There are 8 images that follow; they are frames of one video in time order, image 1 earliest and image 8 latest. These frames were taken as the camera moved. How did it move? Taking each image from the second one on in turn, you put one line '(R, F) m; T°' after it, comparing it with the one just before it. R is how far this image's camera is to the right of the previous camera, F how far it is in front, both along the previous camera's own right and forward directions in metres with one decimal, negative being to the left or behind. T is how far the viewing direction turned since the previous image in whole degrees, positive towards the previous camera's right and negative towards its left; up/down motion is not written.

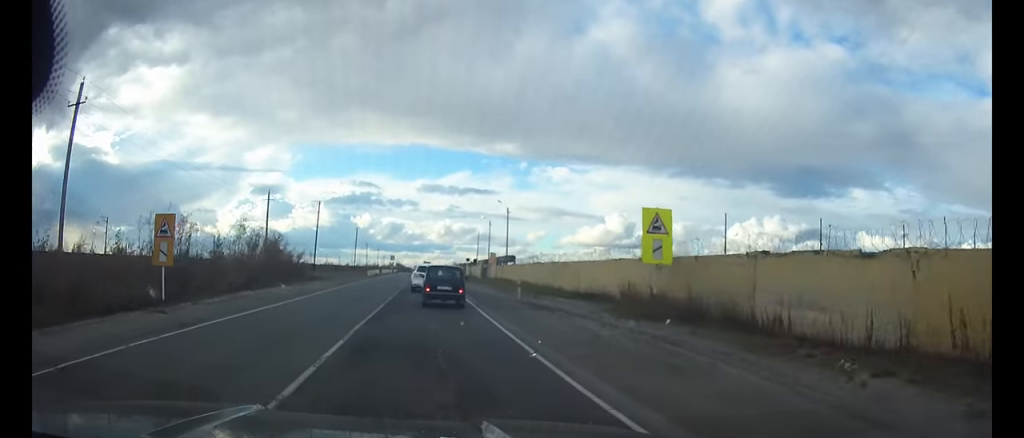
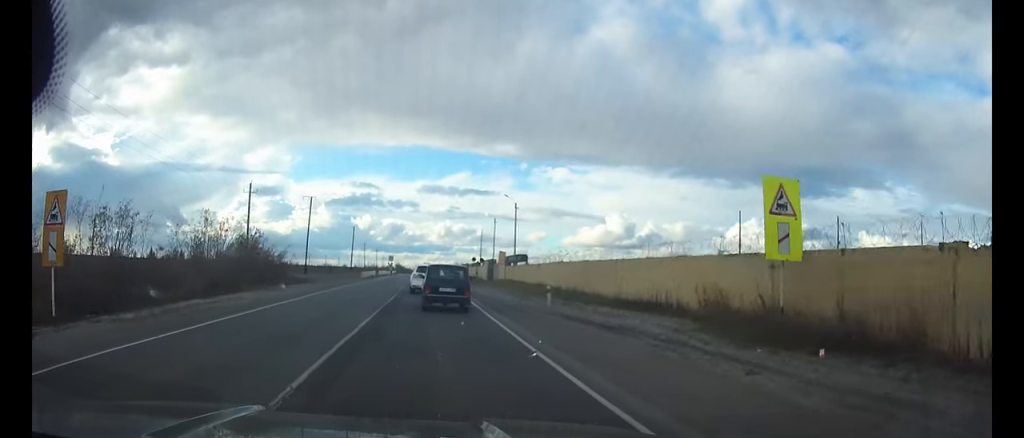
(0.0, +6.8) m; 0°
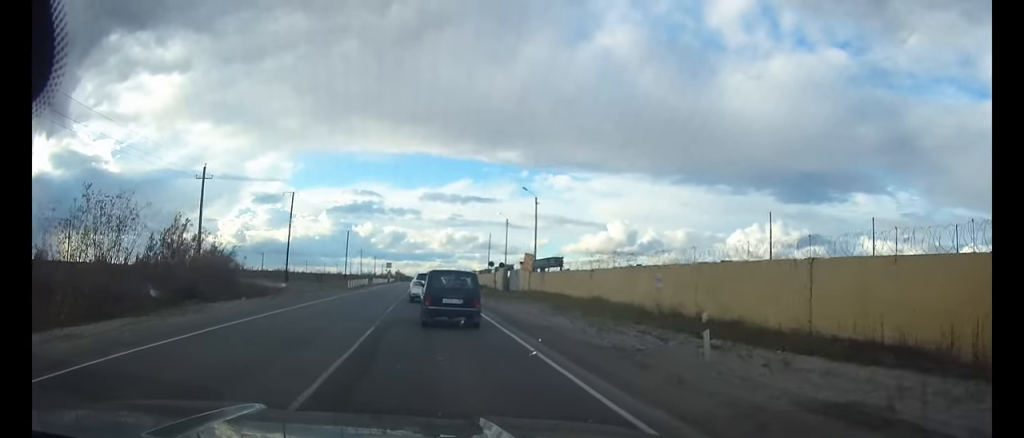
(0.0, +12.8) m; 0°
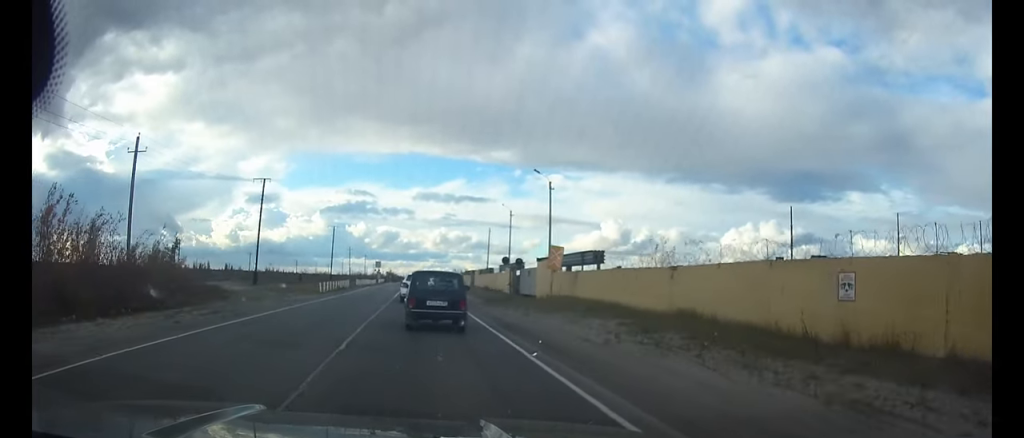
(0.0, +9.7) m; 0°
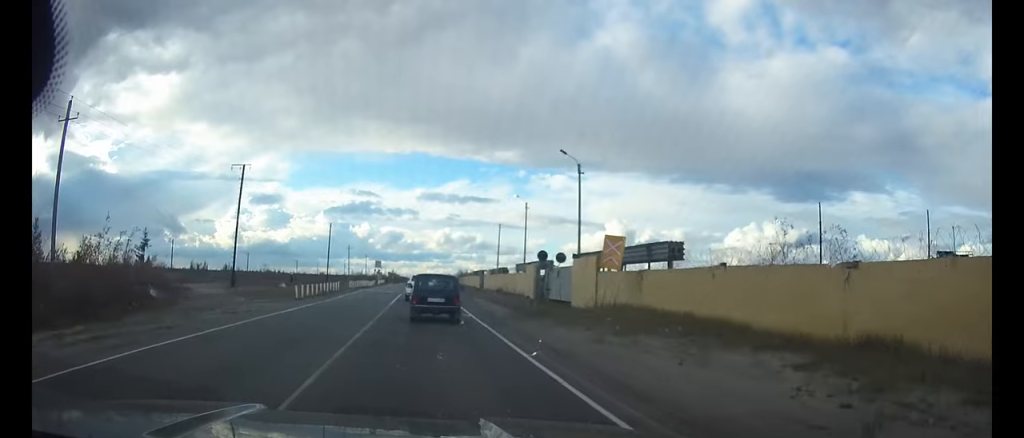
(0.0, +9.5) m; 0°
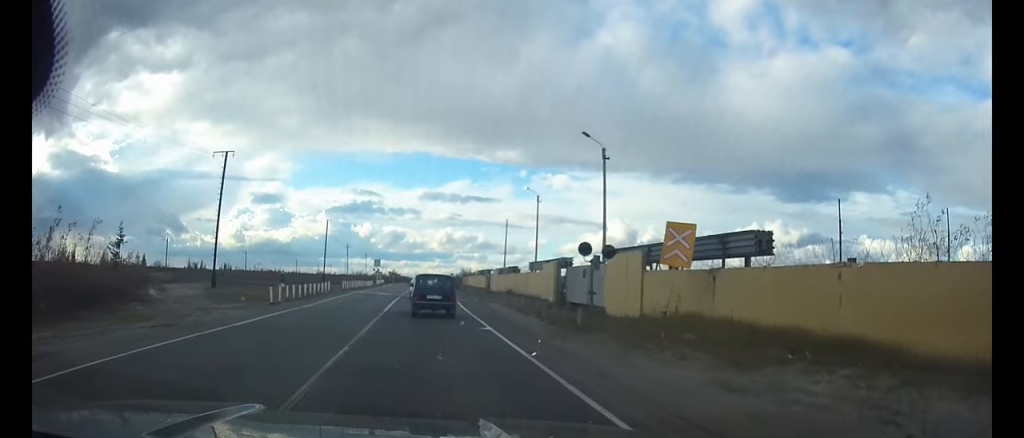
(0.0, +6.4) m; 0°
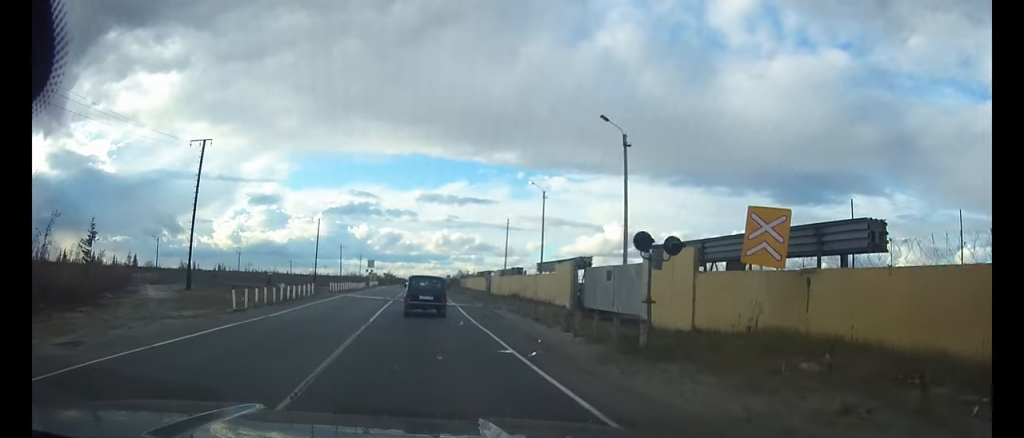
(0.0, +5.1) m; 0°
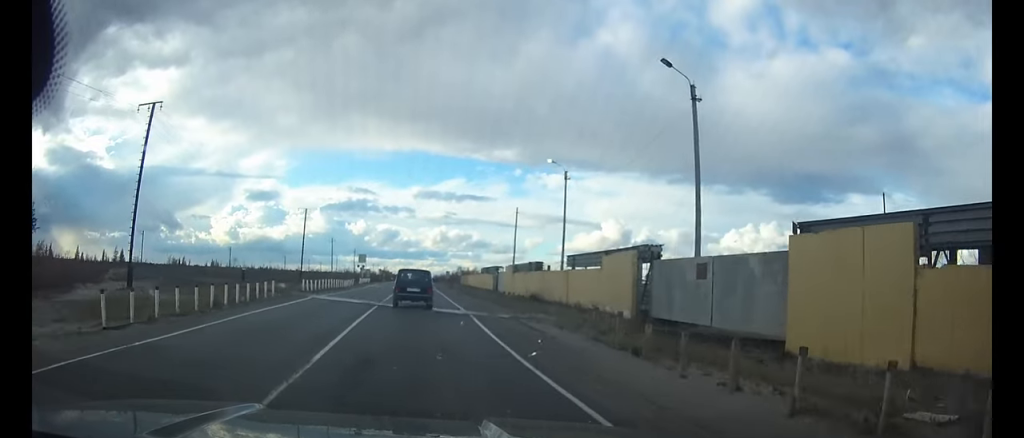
(+0.1, +9.8) m; 0°
